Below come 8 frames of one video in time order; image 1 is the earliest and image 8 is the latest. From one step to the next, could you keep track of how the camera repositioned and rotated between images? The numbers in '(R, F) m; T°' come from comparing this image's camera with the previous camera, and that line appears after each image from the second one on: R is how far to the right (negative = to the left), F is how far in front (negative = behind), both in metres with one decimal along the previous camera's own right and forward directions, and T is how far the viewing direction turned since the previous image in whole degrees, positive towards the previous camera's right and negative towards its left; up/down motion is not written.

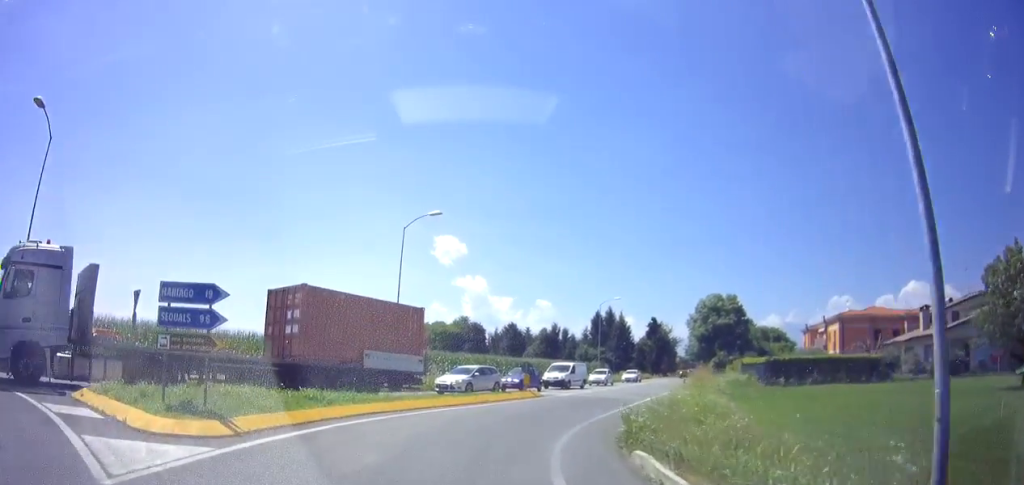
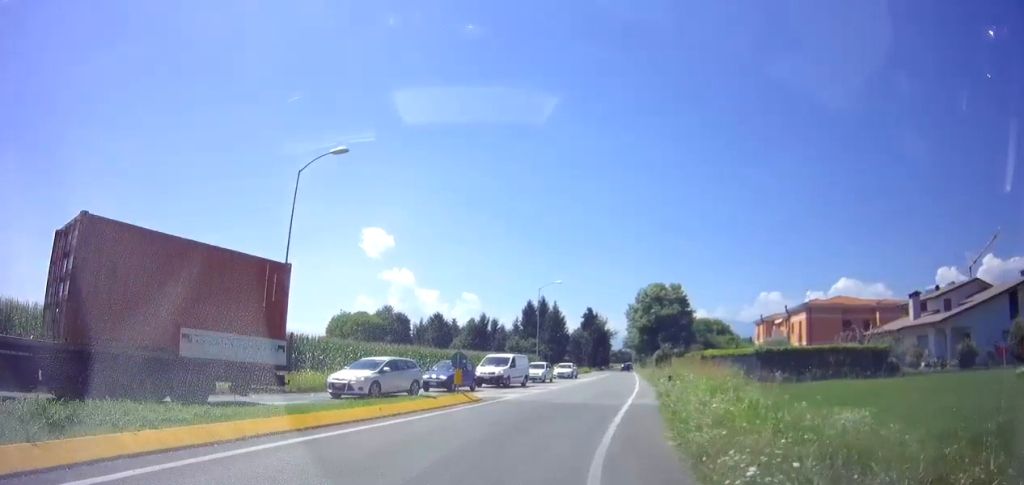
(+0.6, +7.6) m; +7°
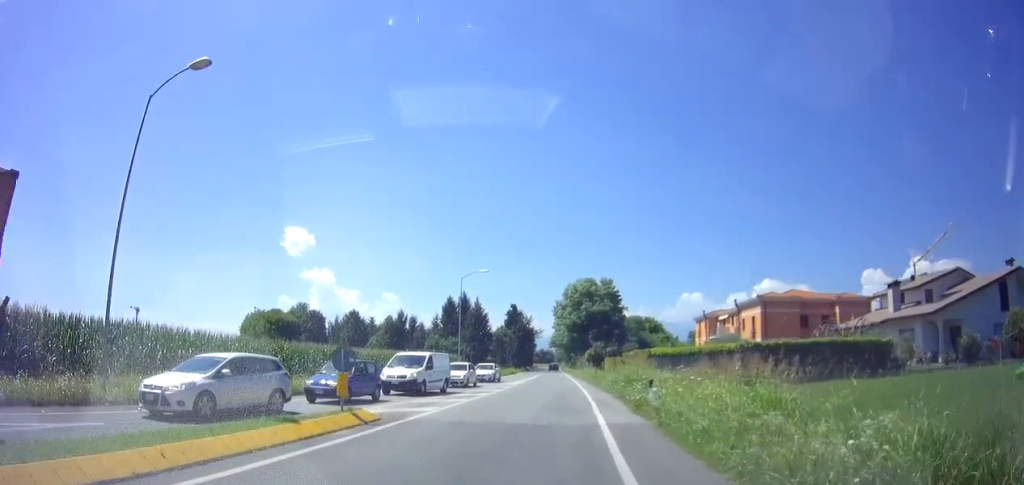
(+0.4, +6.4) m; +6°
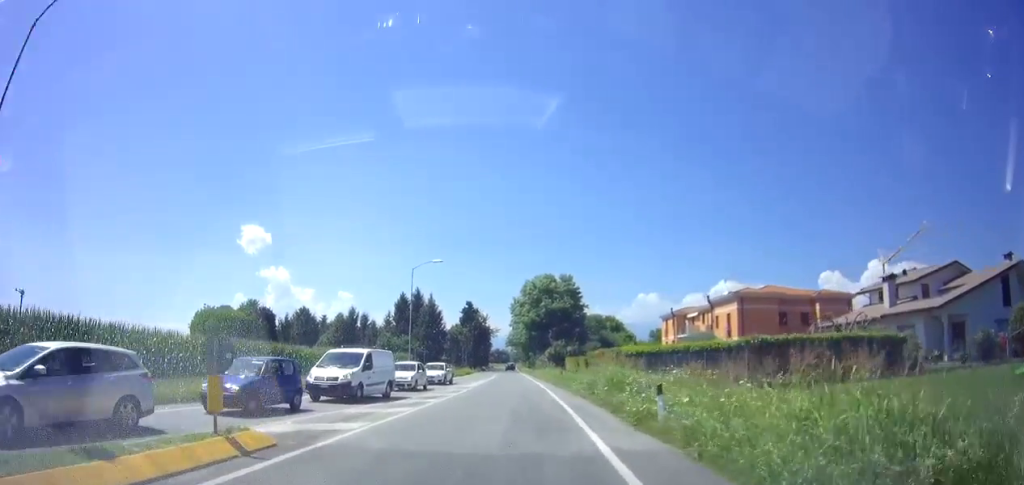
(+0.2, +4.1) m; +3°
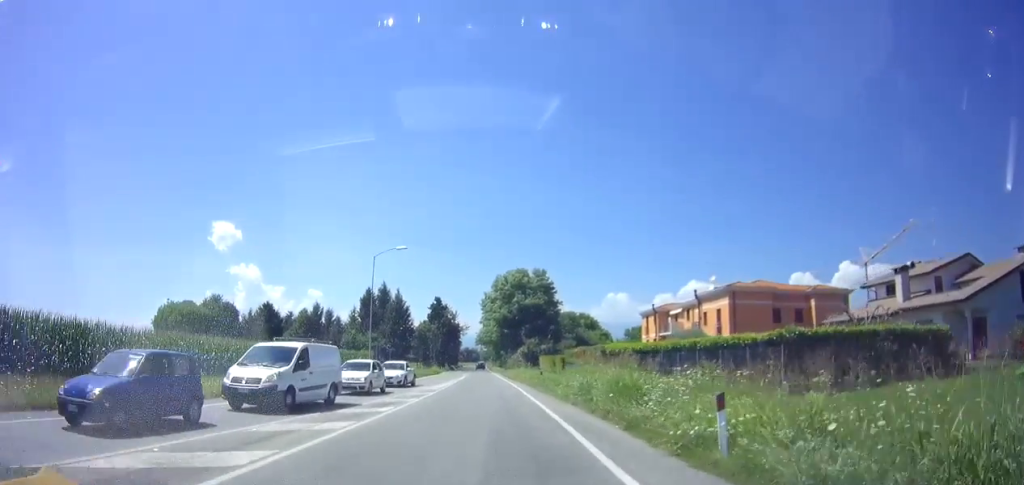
(+0.1, +4.1) m; +3°
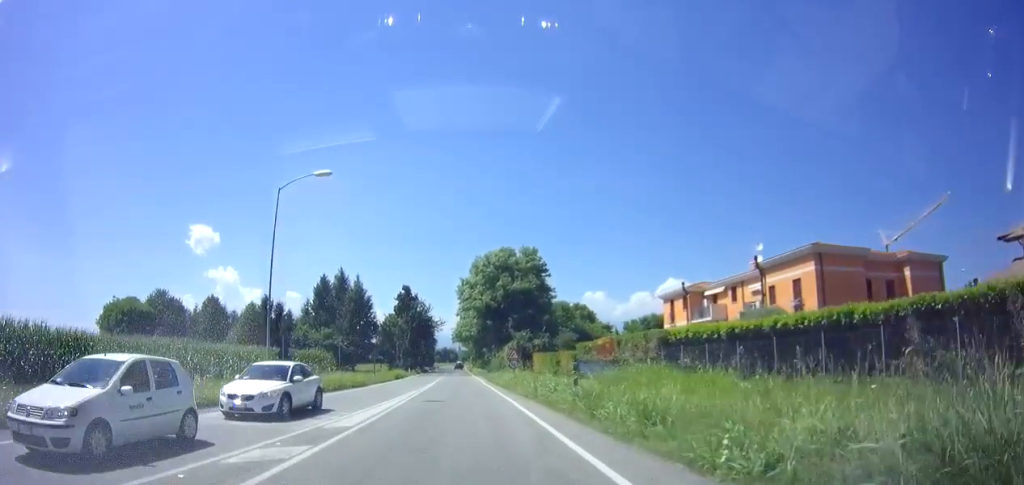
(+0.9, +16.1) m; +4°
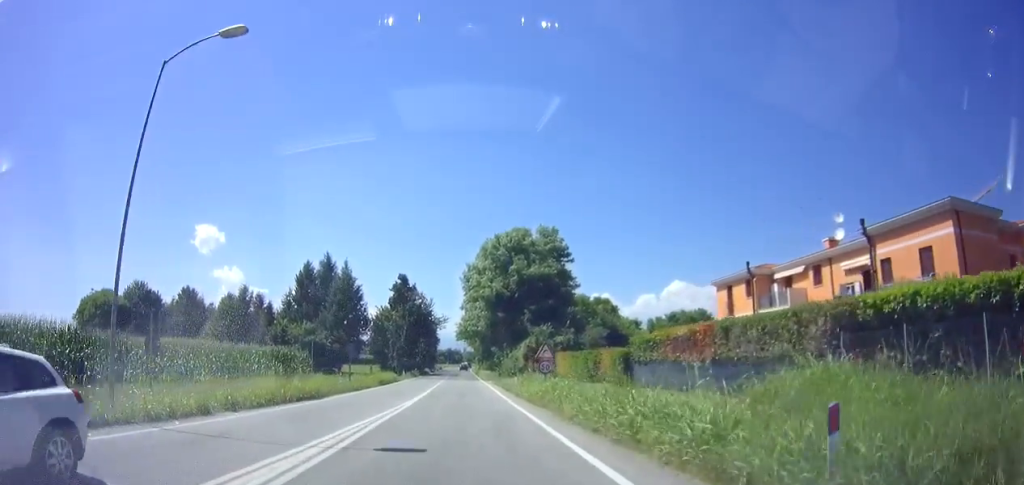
(0.0, +10.9) m; -1°
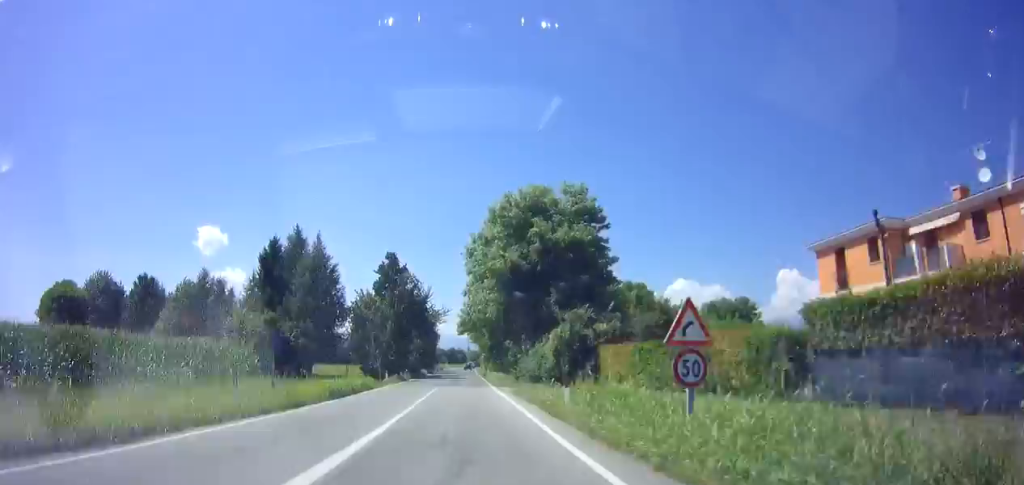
(-0.2, +13.4) m; -1°
